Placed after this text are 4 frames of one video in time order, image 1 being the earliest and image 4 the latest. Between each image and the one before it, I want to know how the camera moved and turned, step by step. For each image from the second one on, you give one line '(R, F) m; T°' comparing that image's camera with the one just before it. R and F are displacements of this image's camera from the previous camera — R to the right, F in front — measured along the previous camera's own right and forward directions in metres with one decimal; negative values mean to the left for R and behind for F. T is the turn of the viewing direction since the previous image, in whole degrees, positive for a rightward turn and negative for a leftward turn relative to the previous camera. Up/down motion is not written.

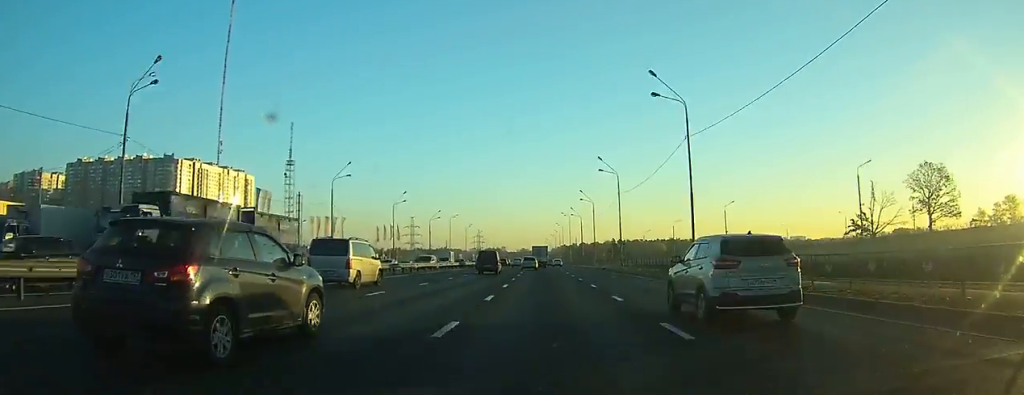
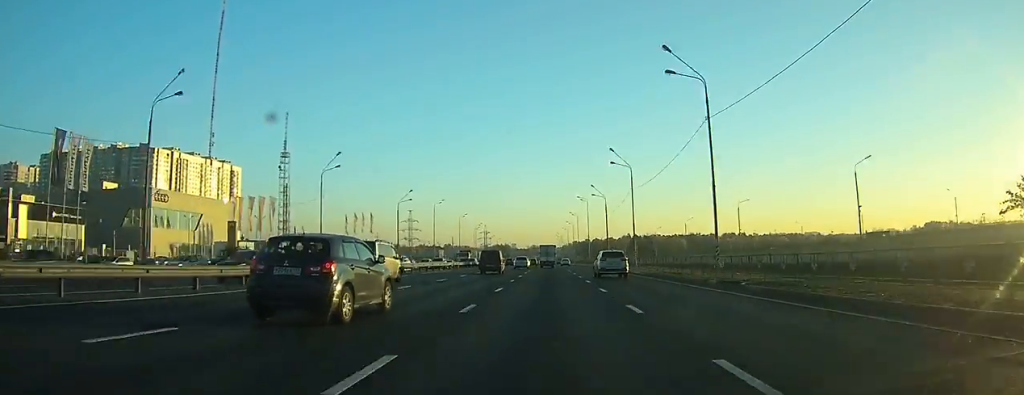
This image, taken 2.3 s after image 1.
(-0.4, +45.6) m; -1°
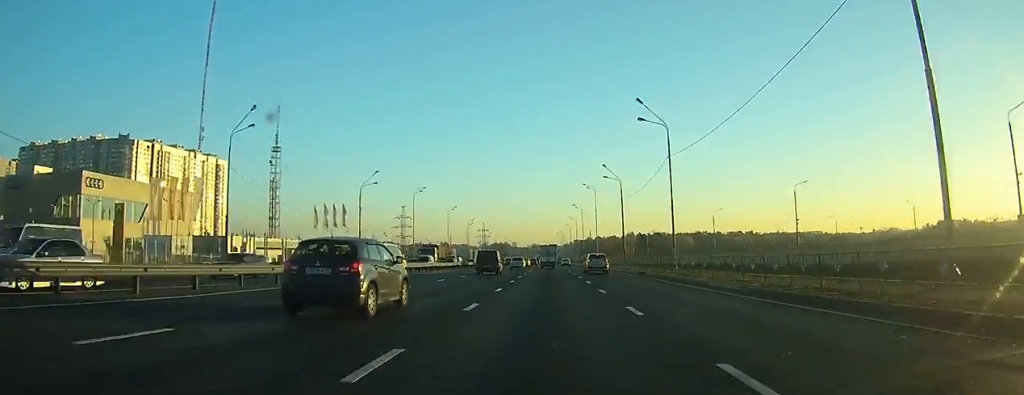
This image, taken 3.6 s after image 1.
(-0.1, +25.5) m; 0°
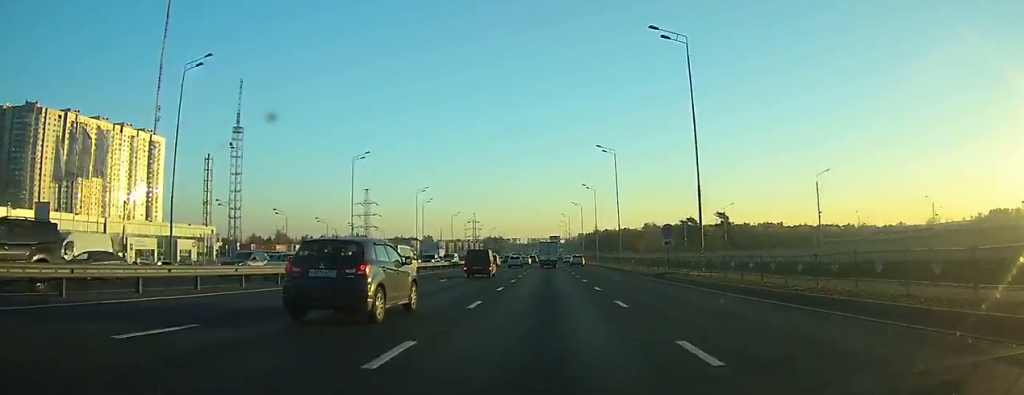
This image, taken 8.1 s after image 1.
(-0.7, +89.8) m; -1°
